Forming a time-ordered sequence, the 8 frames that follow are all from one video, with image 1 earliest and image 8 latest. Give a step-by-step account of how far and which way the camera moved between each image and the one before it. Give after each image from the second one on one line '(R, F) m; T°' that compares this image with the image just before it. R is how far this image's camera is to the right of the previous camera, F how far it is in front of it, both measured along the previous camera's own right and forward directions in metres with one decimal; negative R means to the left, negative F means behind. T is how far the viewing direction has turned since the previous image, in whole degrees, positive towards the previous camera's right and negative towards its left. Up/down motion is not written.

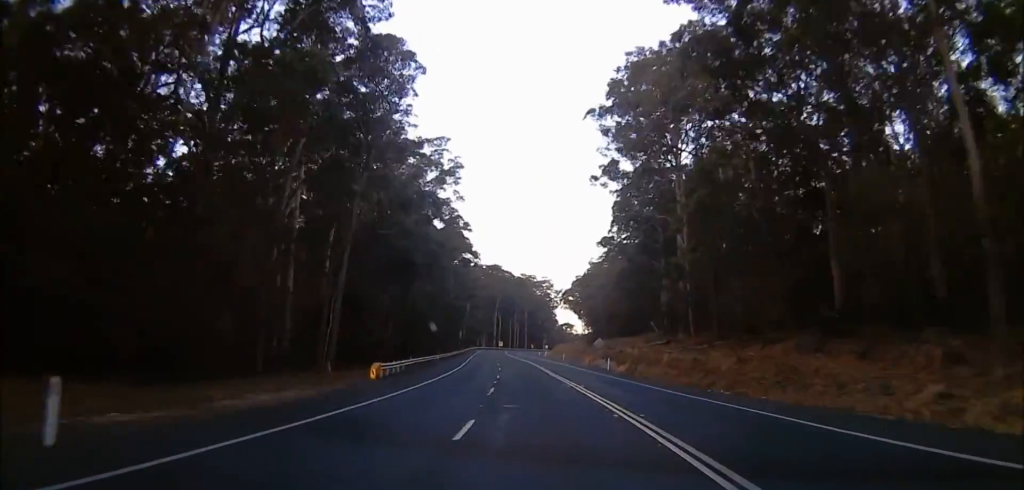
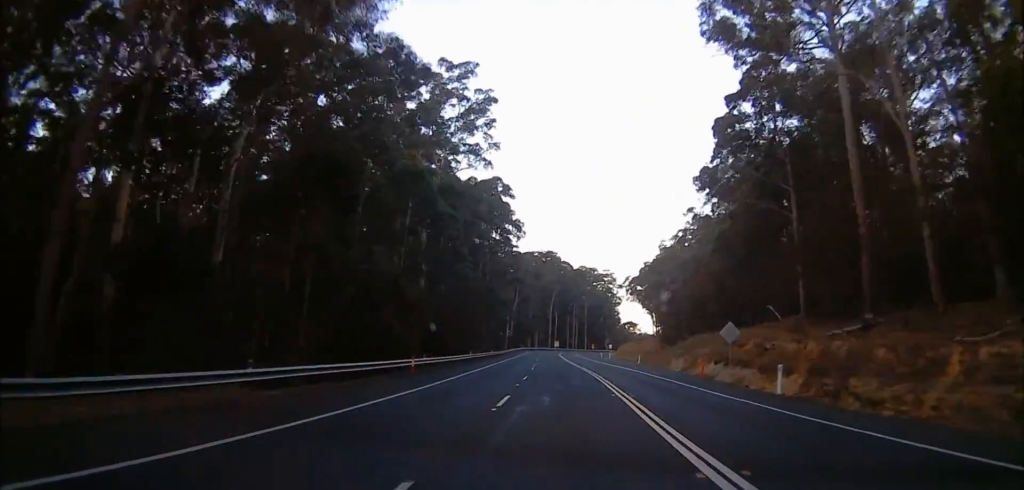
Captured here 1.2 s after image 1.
(0.0, +30.8) m; 0°
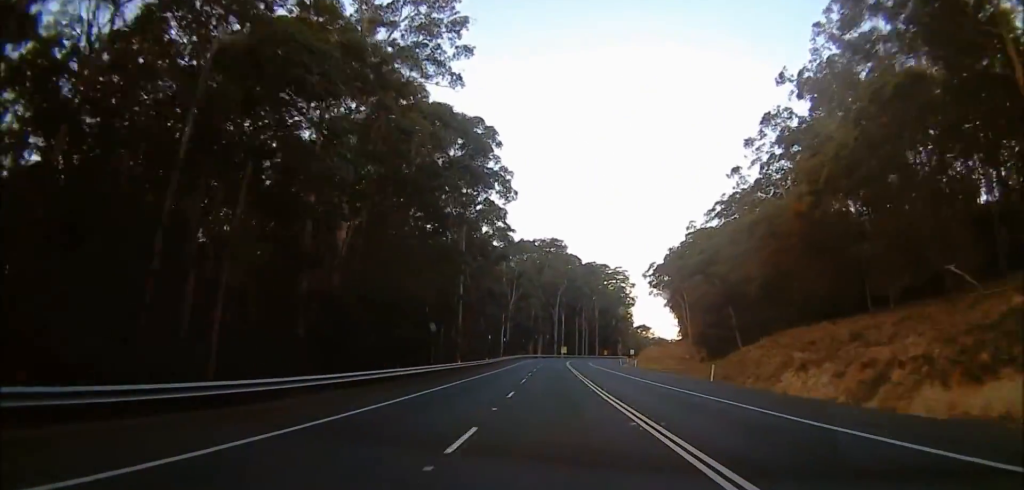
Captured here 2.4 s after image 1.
(0.0, +29.7) m; 0°
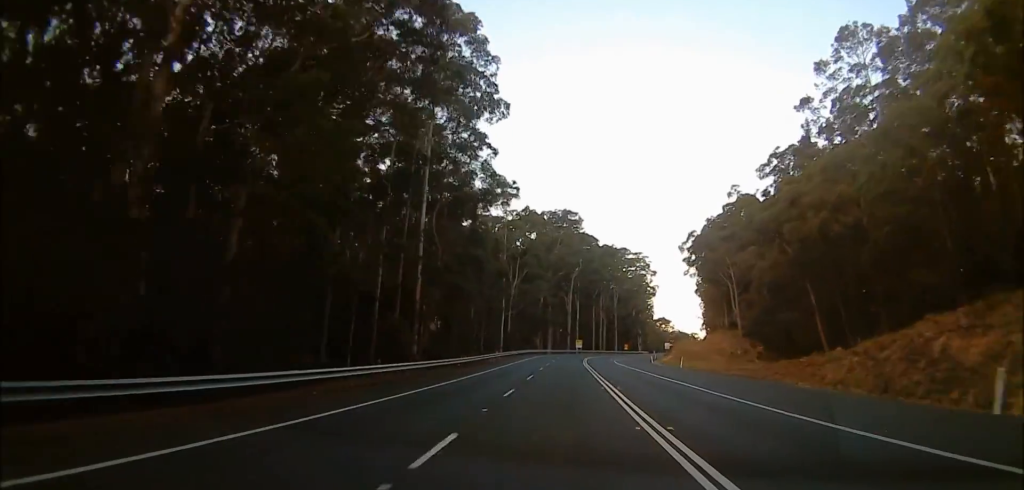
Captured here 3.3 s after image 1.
(0.0, +24.4) m; 0°
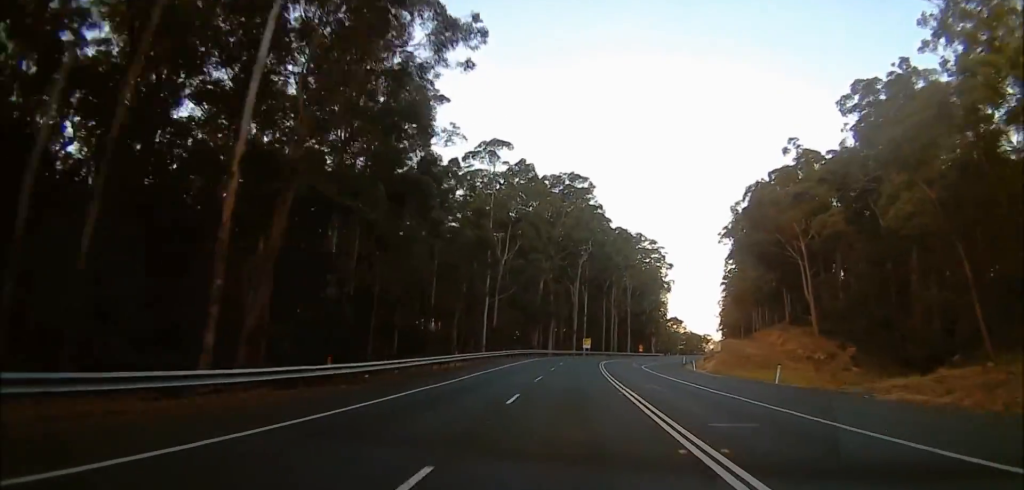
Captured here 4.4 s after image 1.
(0.0, +25.9) m; 0°
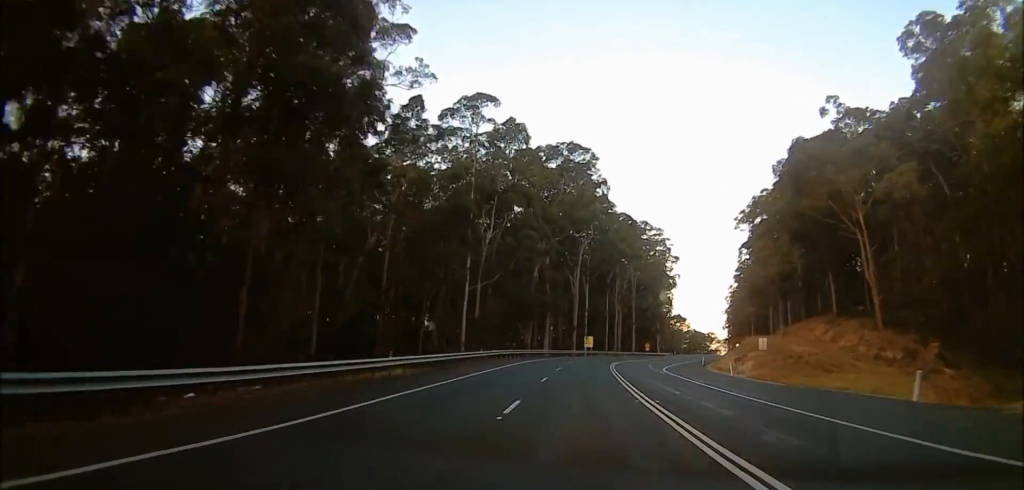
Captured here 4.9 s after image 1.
(0.0, +14.2) m; 0°
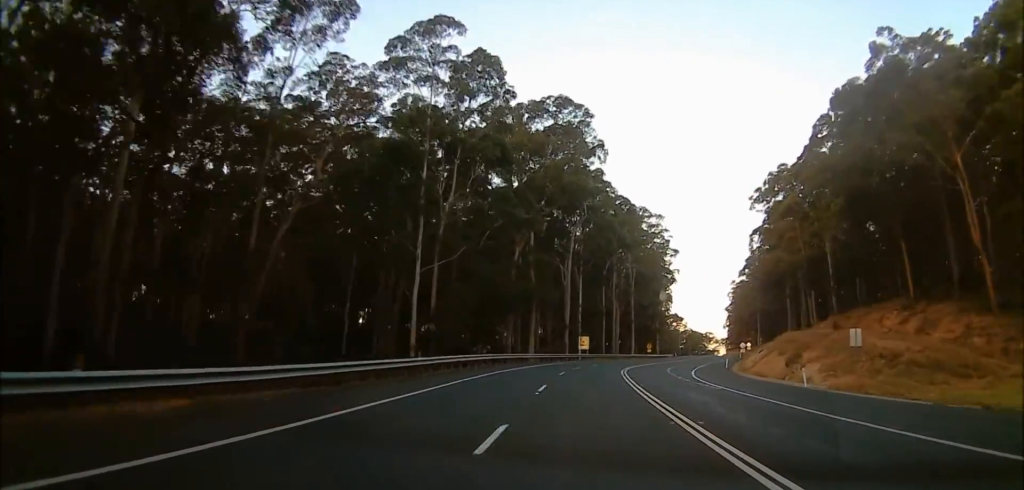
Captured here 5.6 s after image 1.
(0.0, +16.6) m; 0°
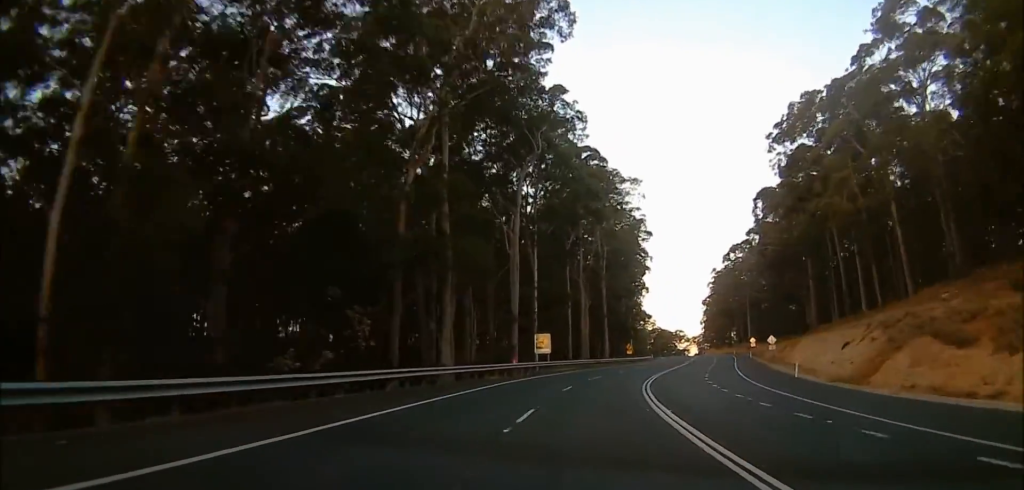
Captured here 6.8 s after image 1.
(0.0, +30.5) m; 0°
